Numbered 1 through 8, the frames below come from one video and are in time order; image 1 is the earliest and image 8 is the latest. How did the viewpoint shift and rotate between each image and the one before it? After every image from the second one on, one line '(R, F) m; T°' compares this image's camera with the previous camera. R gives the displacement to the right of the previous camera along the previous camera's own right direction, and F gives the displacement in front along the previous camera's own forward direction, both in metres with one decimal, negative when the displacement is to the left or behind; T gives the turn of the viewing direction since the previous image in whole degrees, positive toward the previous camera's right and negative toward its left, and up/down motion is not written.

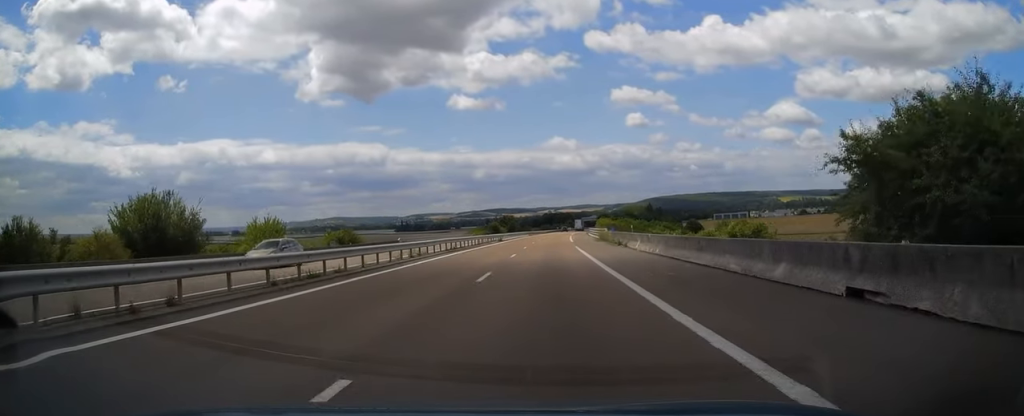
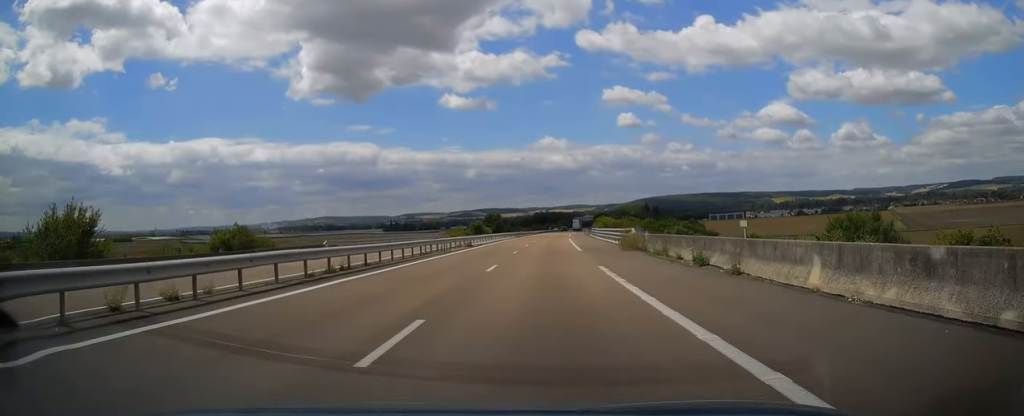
(+0.1, +23.2) m; +1°
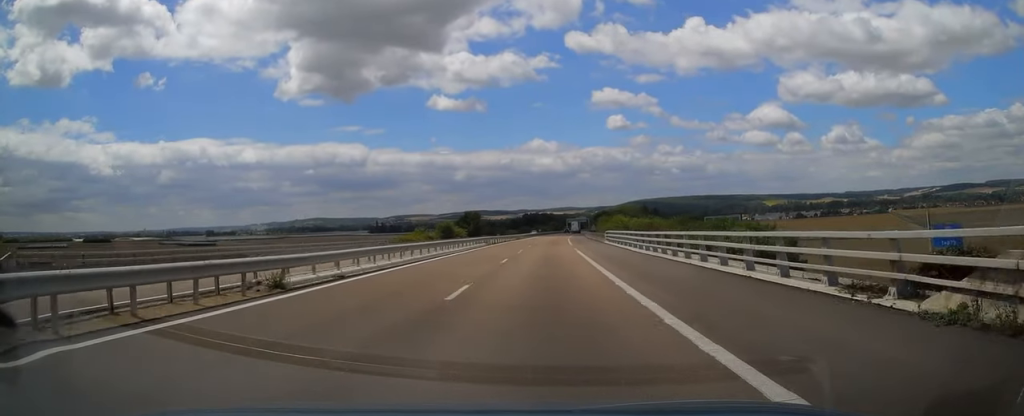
(+0.3, +34.4) m; +1°
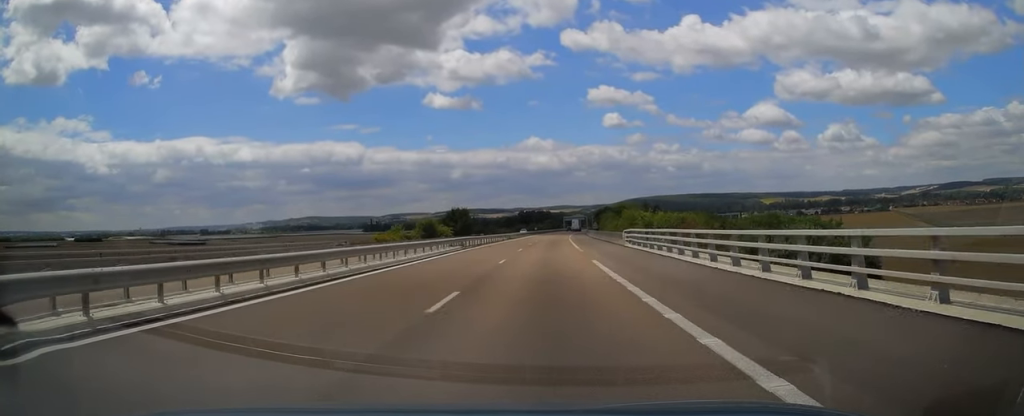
(+0.1, +15.7) m; +1°
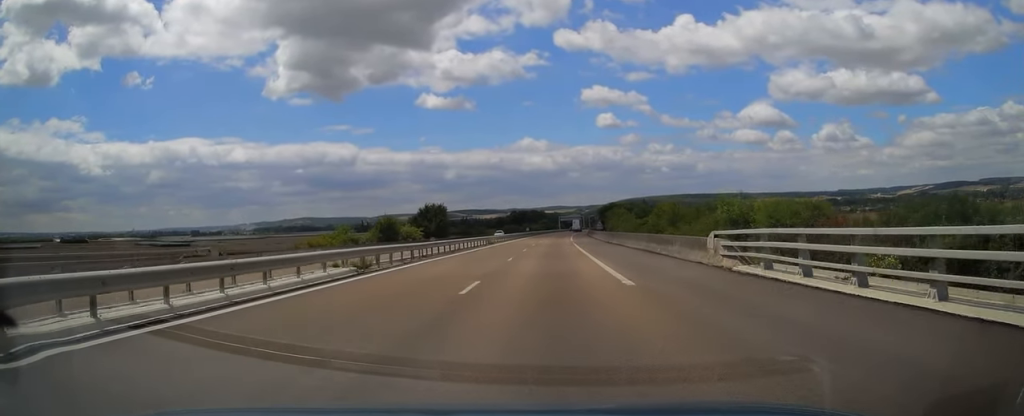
(+0.2, +24.3) m; 0°
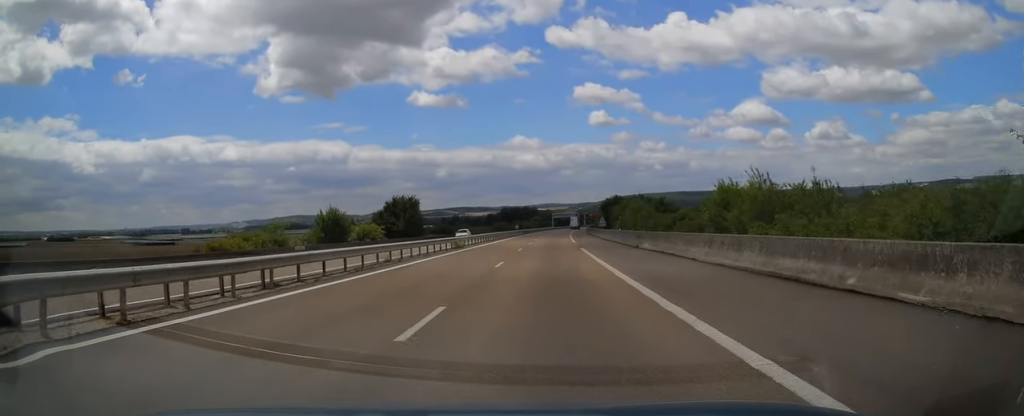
(0.0, +19.1) m; +1°
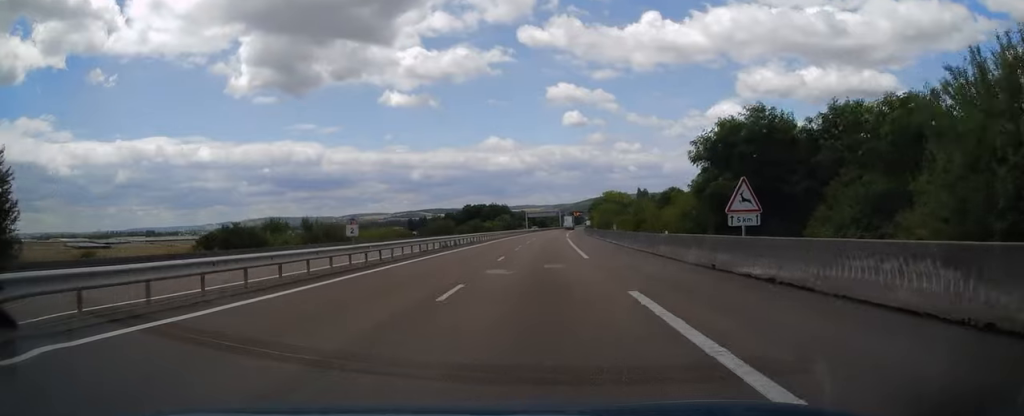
(+1.3, +76.6) m; +3°
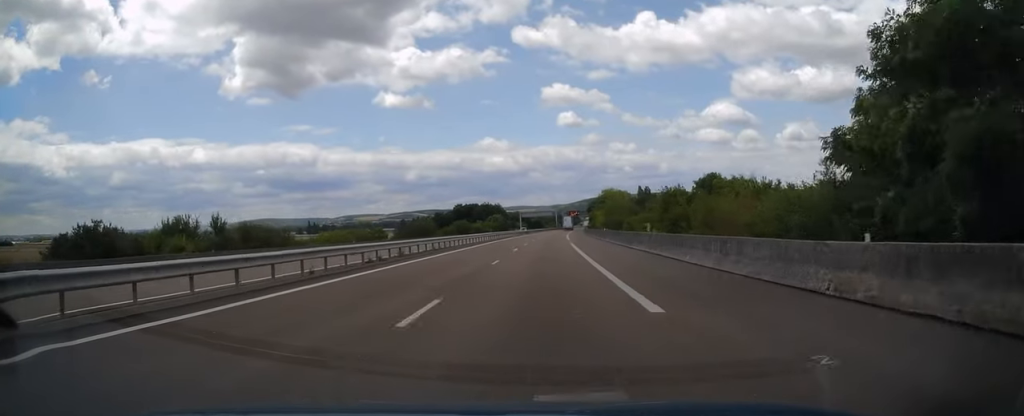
(+0.4, +16.3) m; +1°
